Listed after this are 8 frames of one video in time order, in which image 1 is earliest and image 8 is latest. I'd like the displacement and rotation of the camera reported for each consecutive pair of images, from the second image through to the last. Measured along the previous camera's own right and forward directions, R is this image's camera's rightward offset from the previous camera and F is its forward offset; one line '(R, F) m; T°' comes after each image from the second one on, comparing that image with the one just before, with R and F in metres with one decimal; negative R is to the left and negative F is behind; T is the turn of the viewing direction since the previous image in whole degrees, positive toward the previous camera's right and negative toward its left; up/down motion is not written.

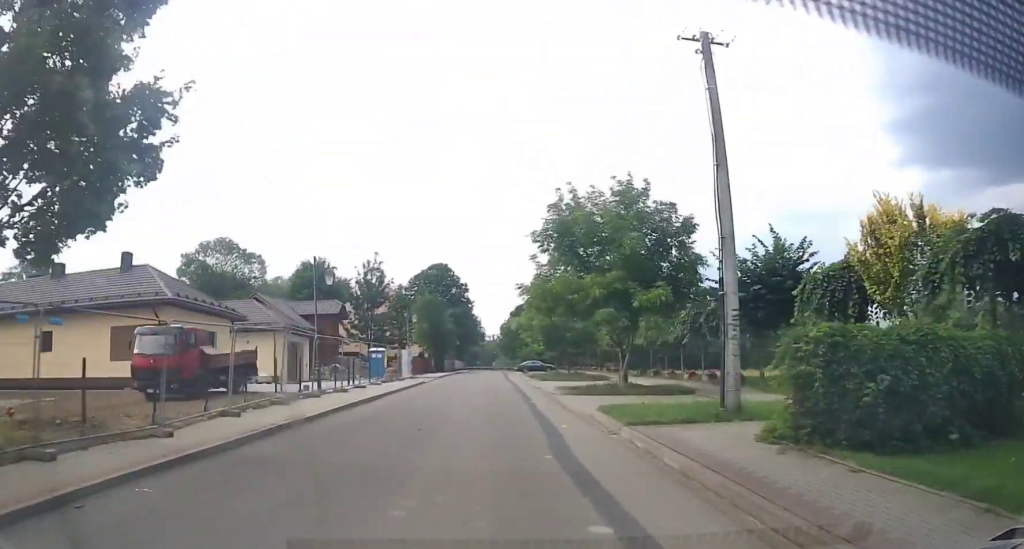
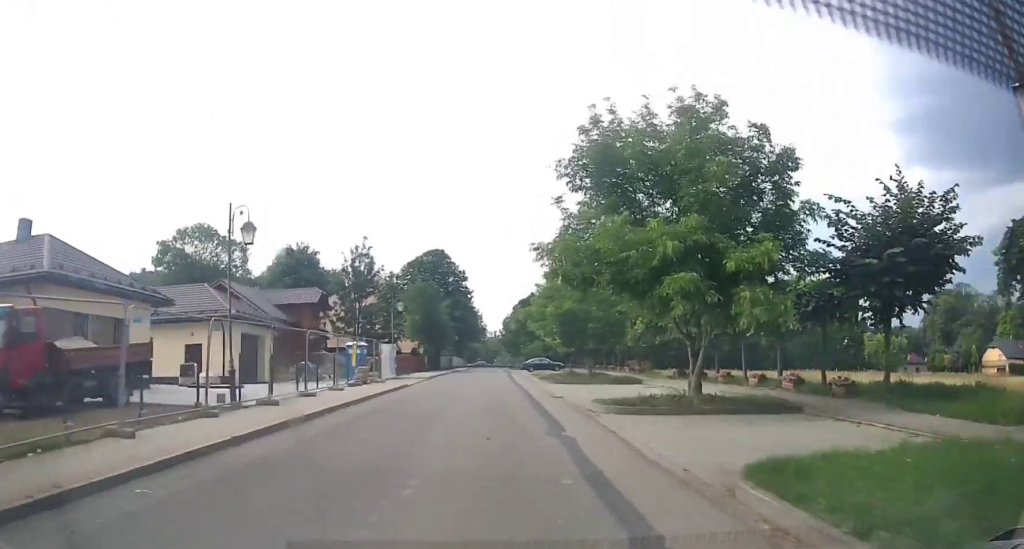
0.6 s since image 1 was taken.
(-0.3, +8.2) m; -2°
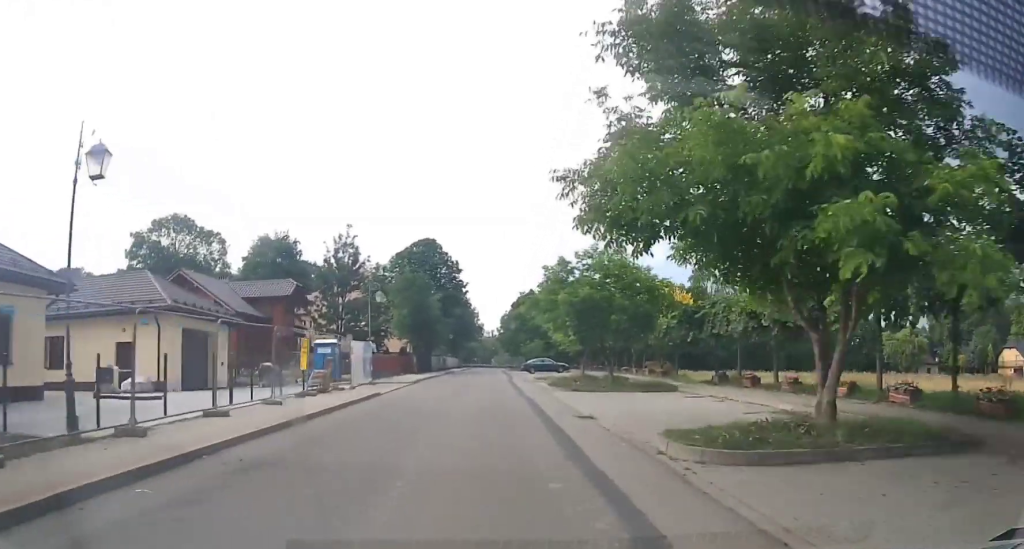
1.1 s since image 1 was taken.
(-0.2, +7.3) m; -2°
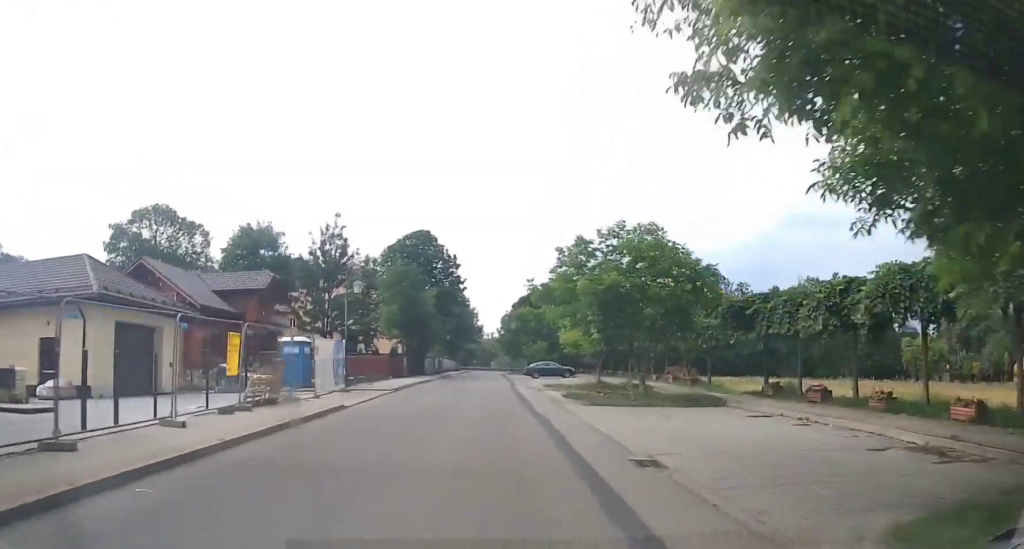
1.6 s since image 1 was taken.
(0.0, +6.0) m; -4°
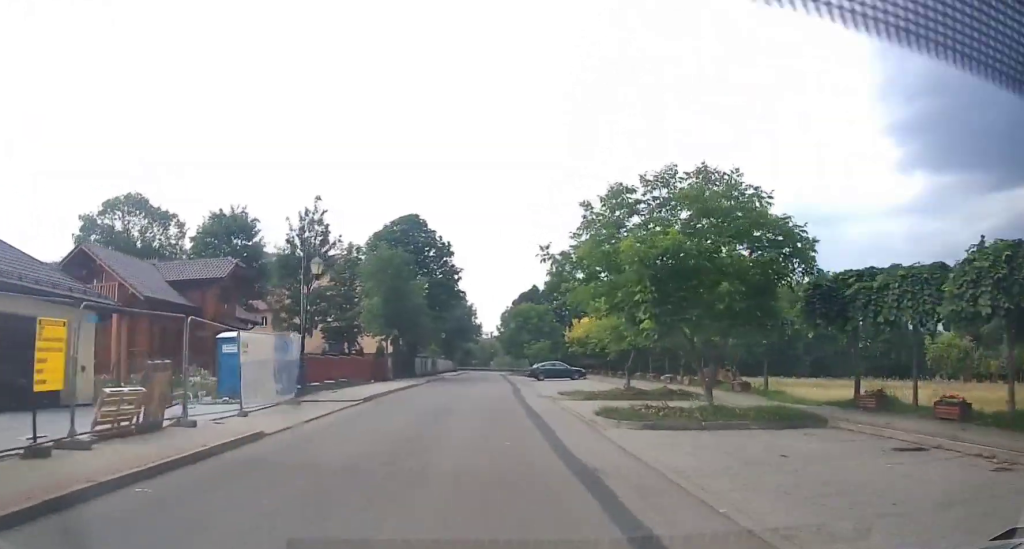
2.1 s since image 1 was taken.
(+0.5, +7.4) m; -5°
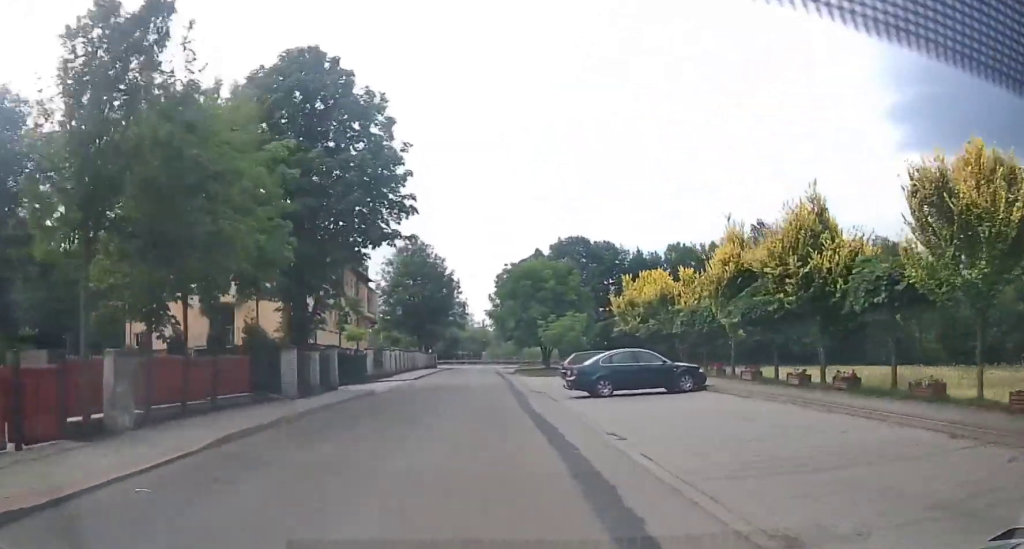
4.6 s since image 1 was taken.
(+7.3, +27.3) m; +24°
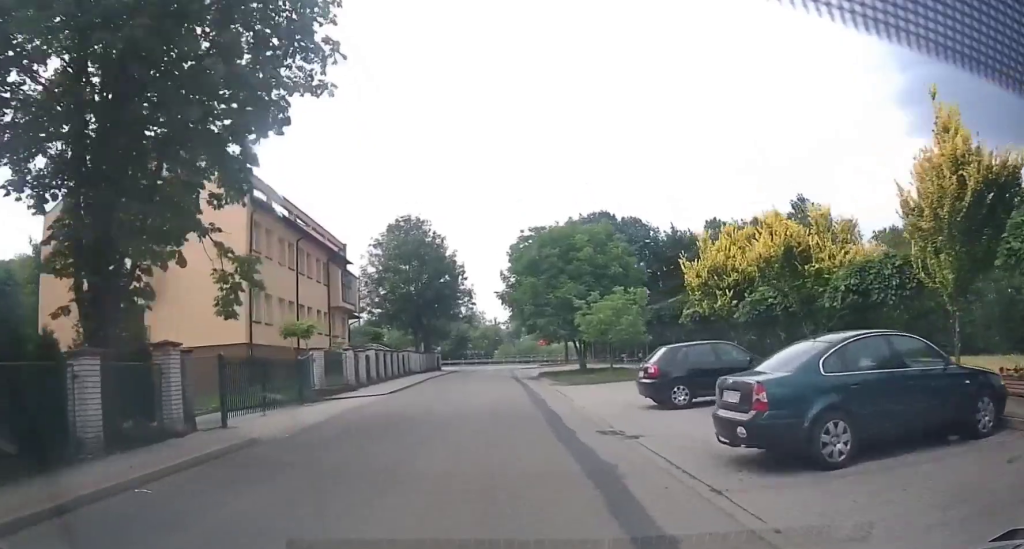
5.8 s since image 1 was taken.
(-2.6, +14.2) m; -10°
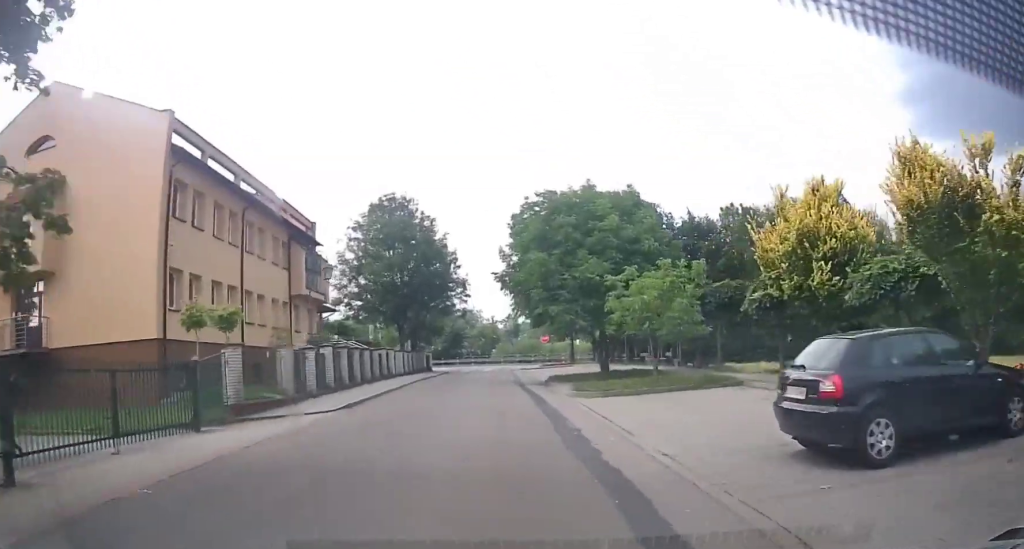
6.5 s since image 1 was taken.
(0.0, +7.6) m; 0°
